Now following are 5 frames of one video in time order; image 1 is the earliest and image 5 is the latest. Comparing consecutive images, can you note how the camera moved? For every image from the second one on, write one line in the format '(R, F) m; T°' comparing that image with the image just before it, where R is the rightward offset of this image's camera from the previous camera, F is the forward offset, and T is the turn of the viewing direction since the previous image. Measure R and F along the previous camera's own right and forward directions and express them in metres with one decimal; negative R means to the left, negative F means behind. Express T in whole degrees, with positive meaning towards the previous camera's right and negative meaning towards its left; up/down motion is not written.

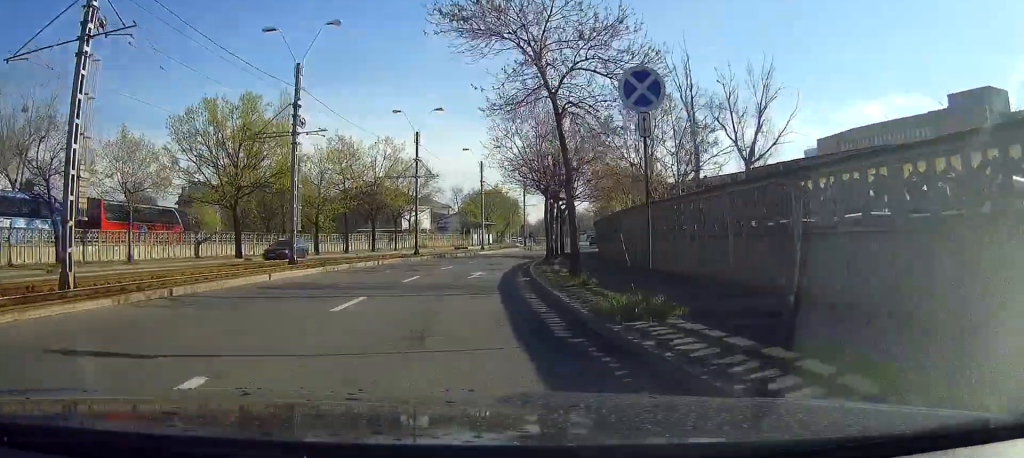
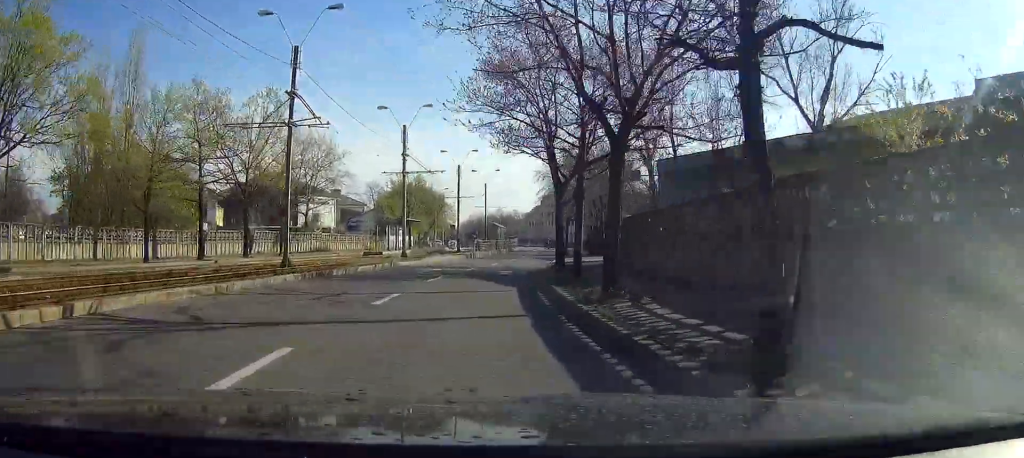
(+3.2, +25.0) m; +10°
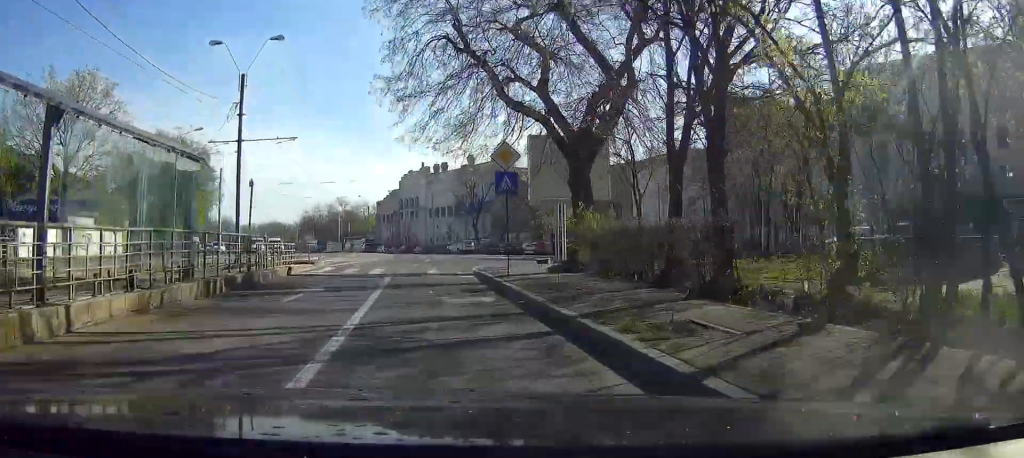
(0.0, +69.6) m; 0°
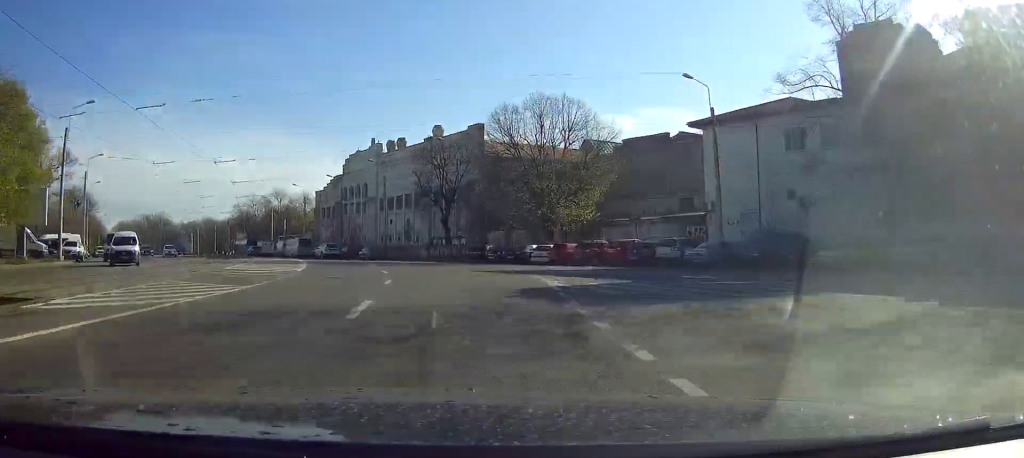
(0.0, +30.1) m; 0°
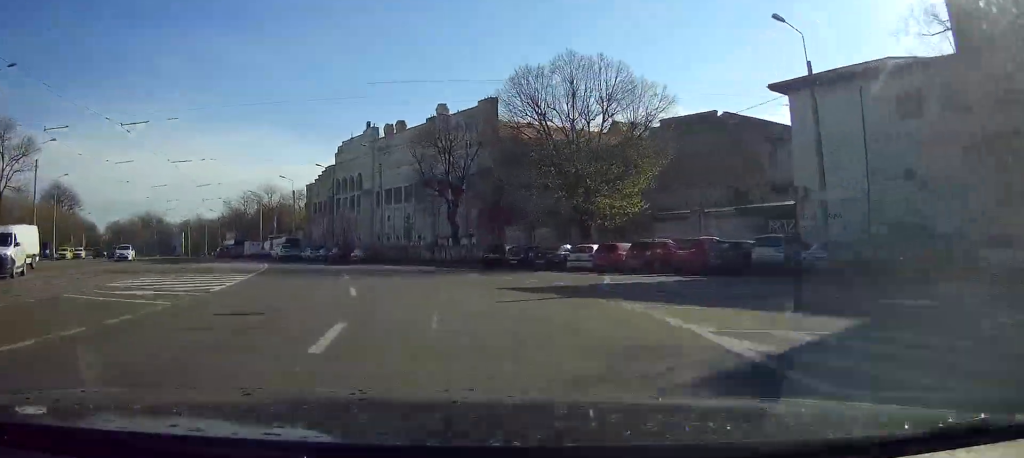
(0.0, +12.2) m; -1°
